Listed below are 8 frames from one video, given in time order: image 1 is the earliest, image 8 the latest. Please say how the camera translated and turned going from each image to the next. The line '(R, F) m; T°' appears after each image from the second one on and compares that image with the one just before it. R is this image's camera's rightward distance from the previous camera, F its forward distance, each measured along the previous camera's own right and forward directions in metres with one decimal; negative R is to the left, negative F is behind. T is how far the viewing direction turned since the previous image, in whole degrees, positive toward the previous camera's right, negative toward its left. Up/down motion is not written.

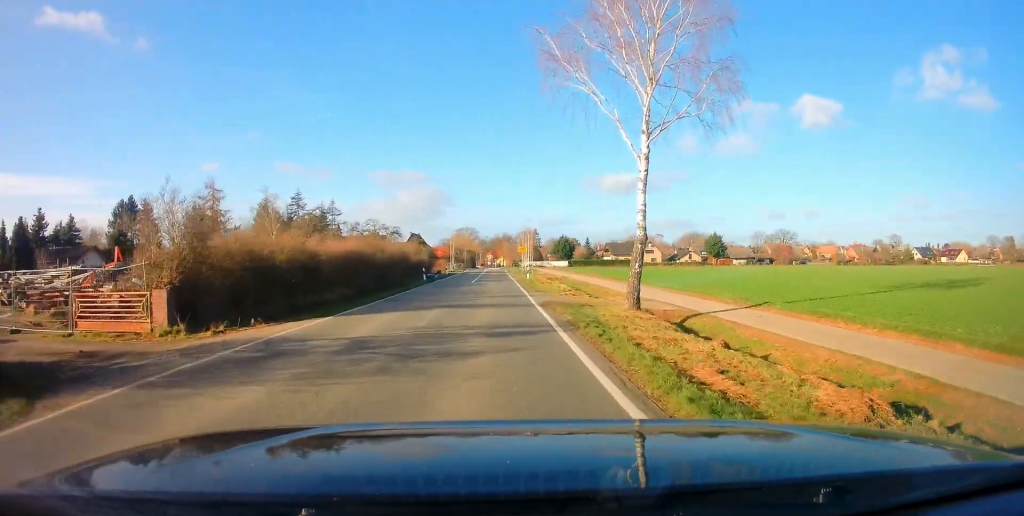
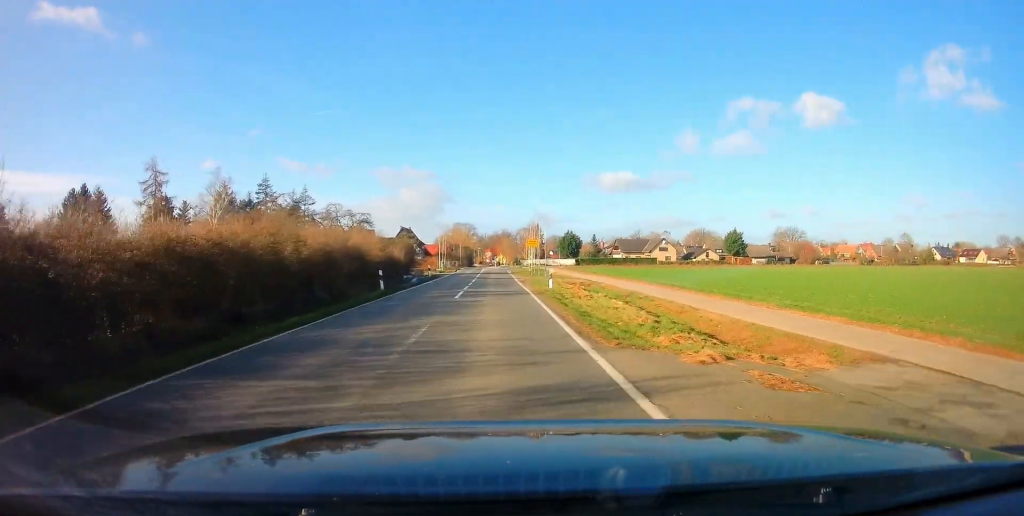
(+0.1, +16.1) m; 0°
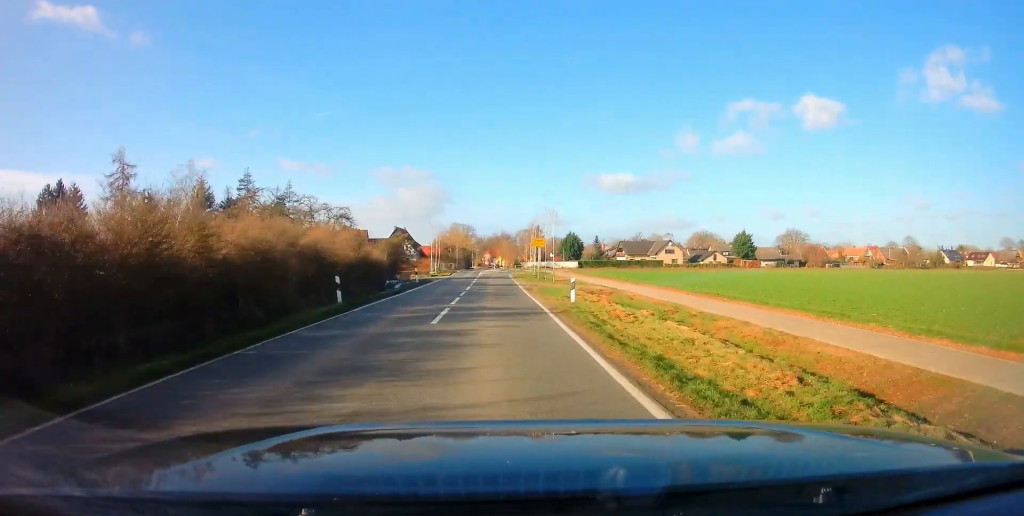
(+0.1, +7.2) m; 0°
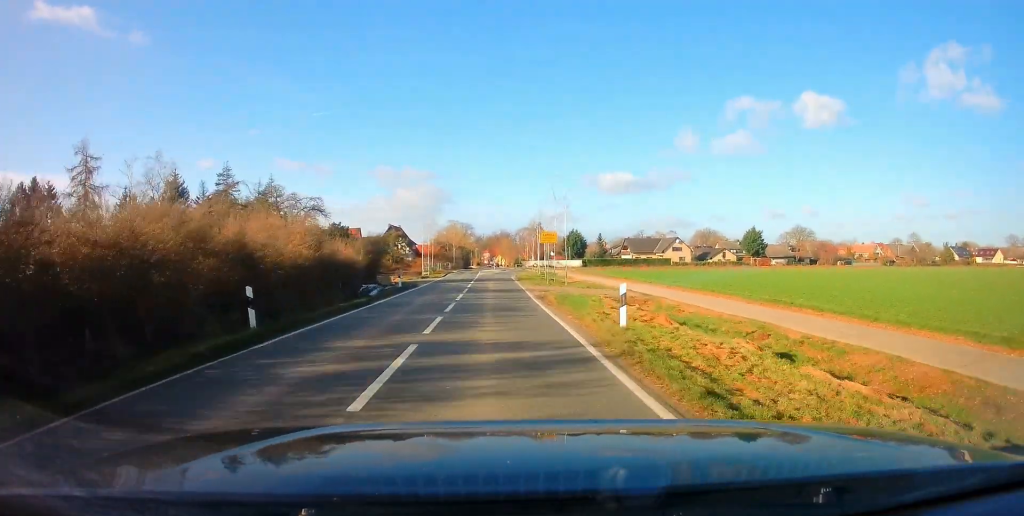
(-0.1, +6.9) m; 0°
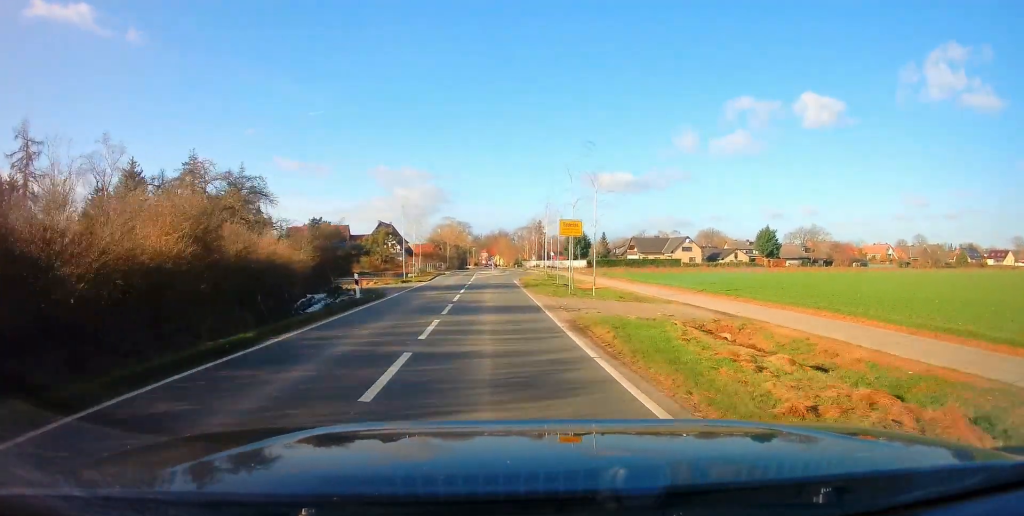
(-0.1, +9.5) m; 0°
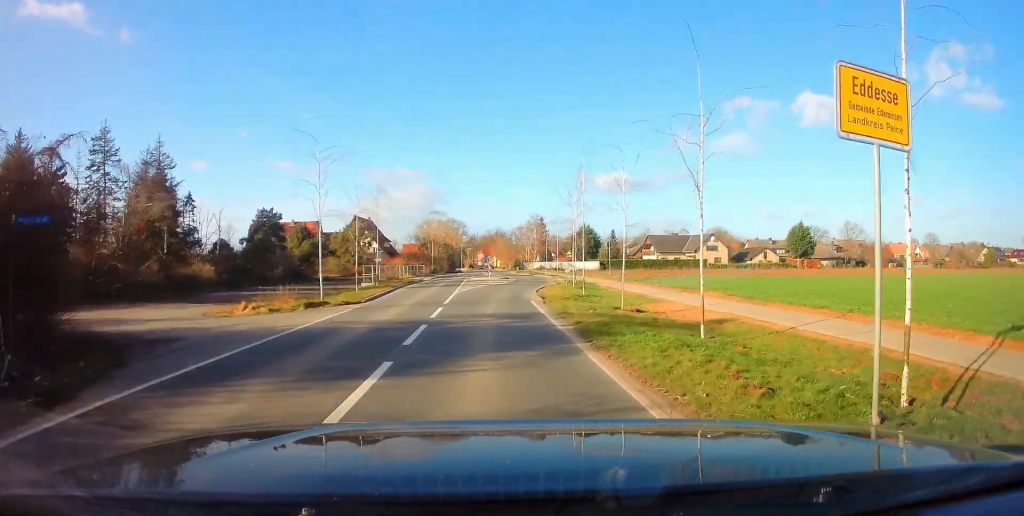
(0.0, +18.8) m; -1°
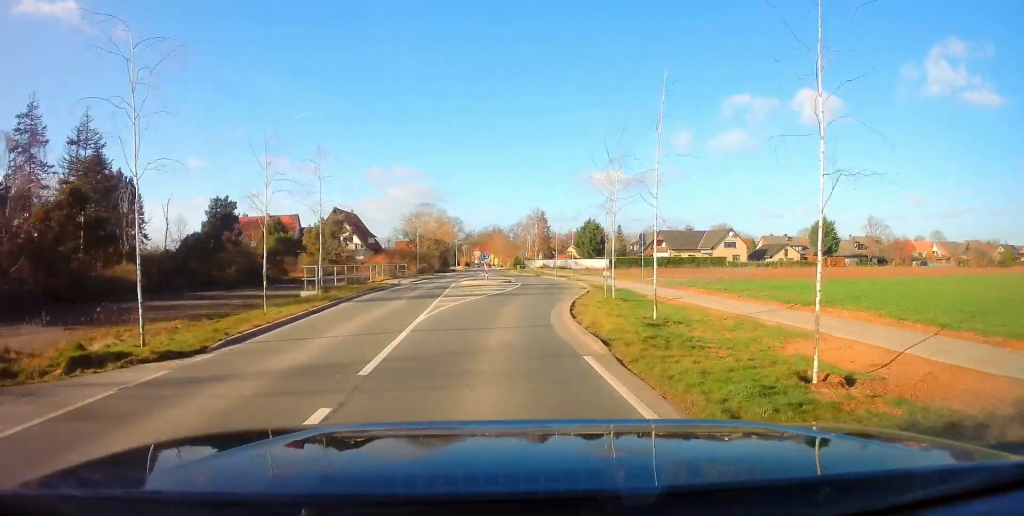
(-0.4, +11.3) m; +1°
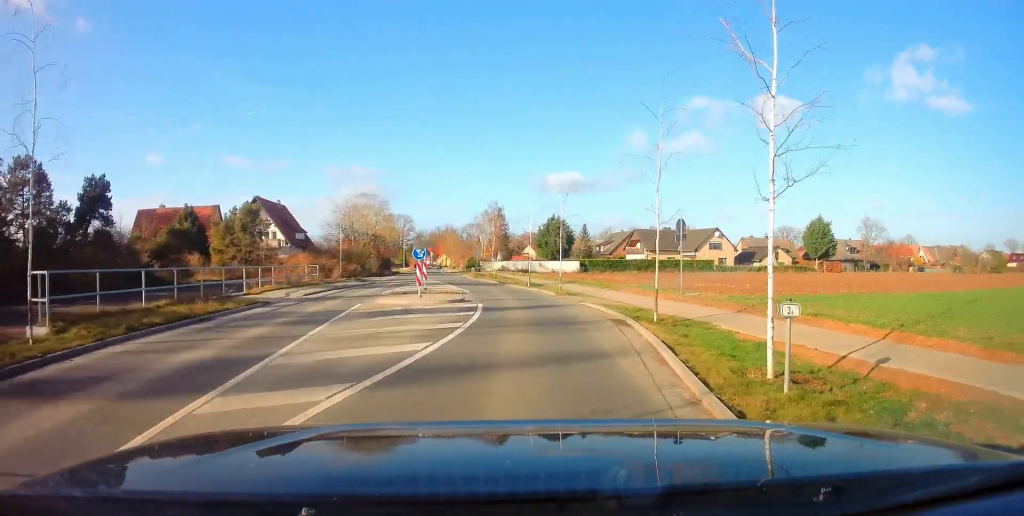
(+0.9, +14.8) m; +5°
